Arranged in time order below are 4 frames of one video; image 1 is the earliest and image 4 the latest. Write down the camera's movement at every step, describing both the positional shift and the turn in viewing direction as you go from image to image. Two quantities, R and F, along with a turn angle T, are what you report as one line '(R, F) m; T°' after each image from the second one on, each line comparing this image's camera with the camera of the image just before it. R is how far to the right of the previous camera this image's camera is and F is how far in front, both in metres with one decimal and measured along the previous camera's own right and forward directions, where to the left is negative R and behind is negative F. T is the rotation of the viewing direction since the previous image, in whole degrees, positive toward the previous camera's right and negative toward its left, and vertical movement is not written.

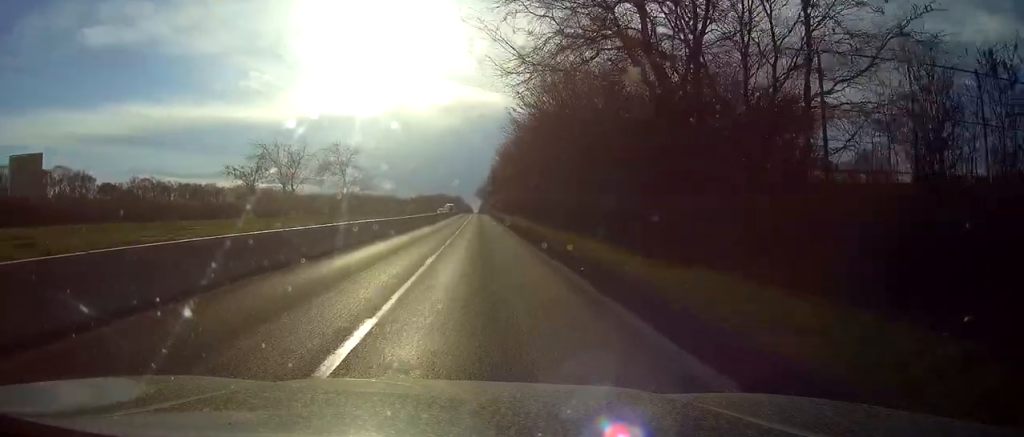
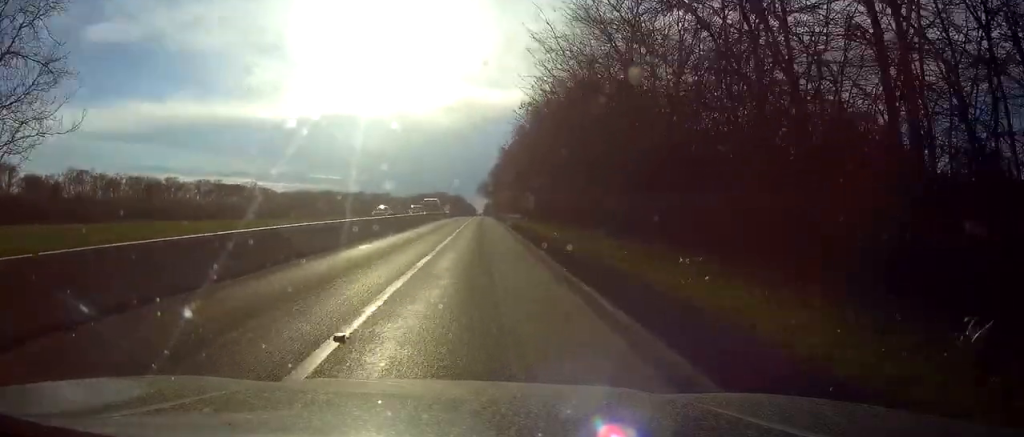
(-0.1, +73.7) m; 0°
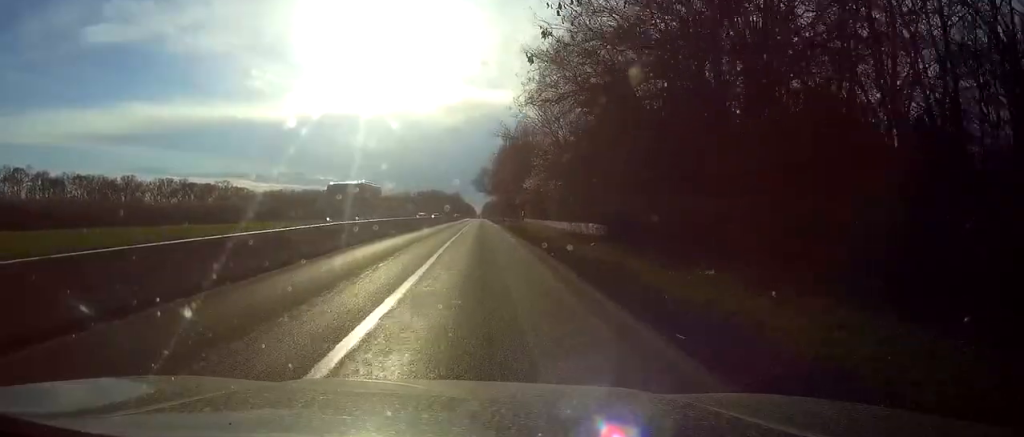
(0.0, +54.3) m; 0°
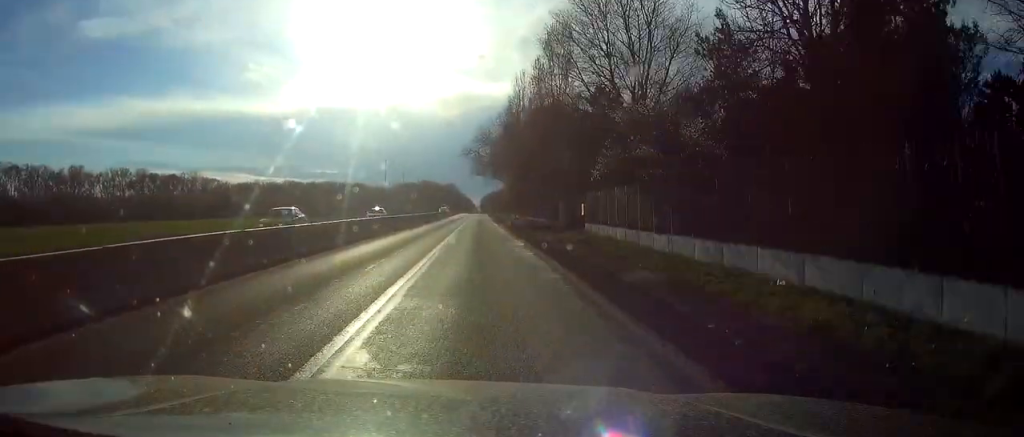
(+0.2, +52.8) m; +1°
